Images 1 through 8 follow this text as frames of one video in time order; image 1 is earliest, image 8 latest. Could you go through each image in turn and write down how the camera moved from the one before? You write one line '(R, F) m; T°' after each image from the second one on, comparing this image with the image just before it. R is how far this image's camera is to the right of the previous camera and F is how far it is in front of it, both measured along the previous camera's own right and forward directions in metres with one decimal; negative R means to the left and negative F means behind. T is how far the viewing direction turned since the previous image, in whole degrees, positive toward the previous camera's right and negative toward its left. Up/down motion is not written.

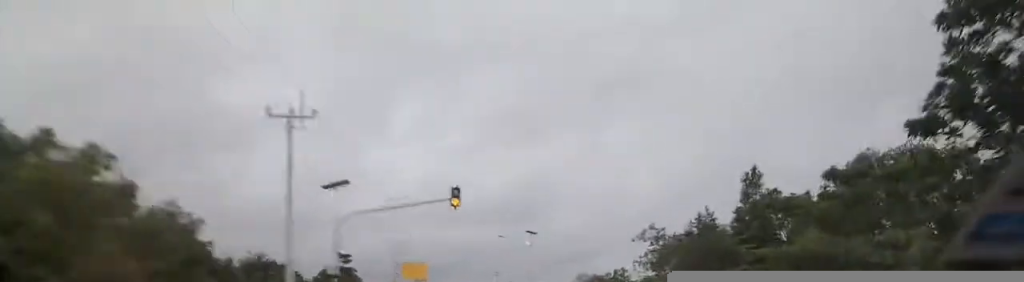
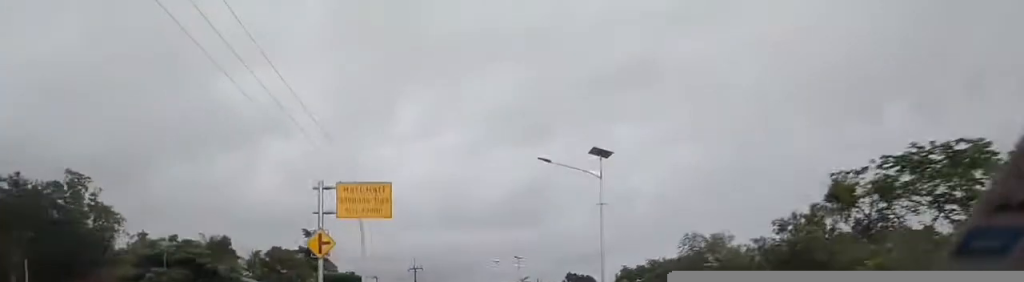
(-0.5, +32.7) m; 0°
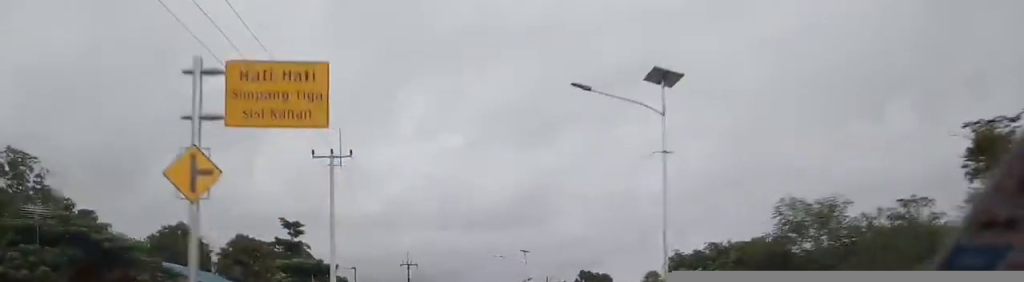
(+0.2, +11.6) m; +2°
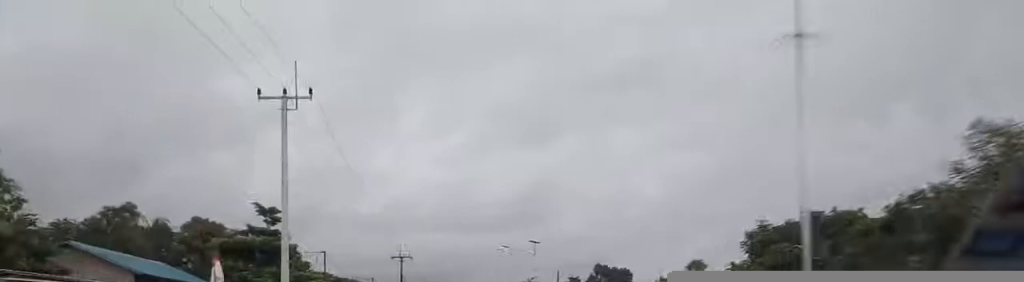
(+0.1, +10.1) m; +1°
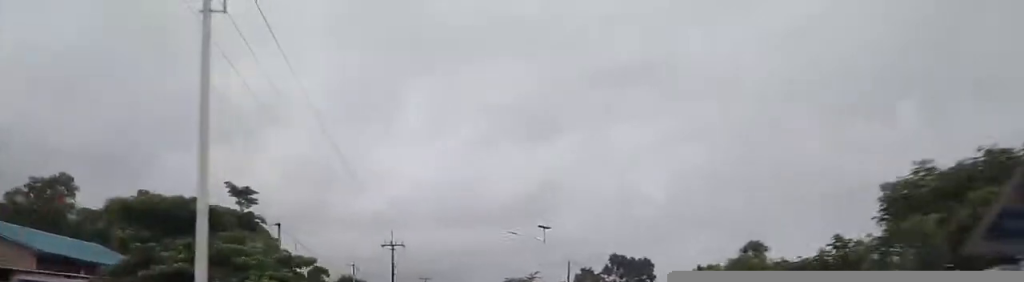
(+0.1, +8.6) m; +1°
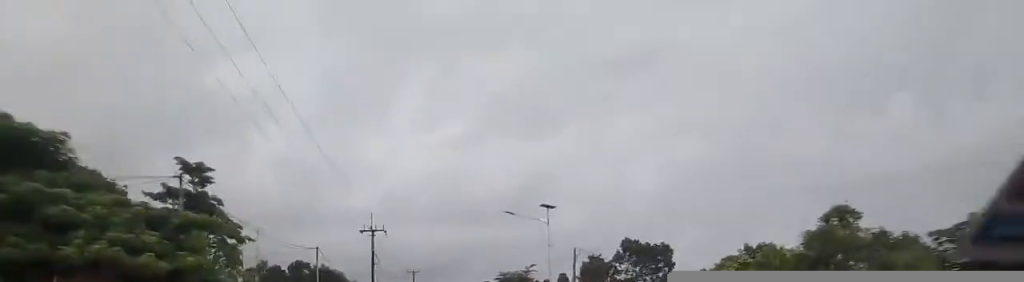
(0.0, +8.5) m; 0°
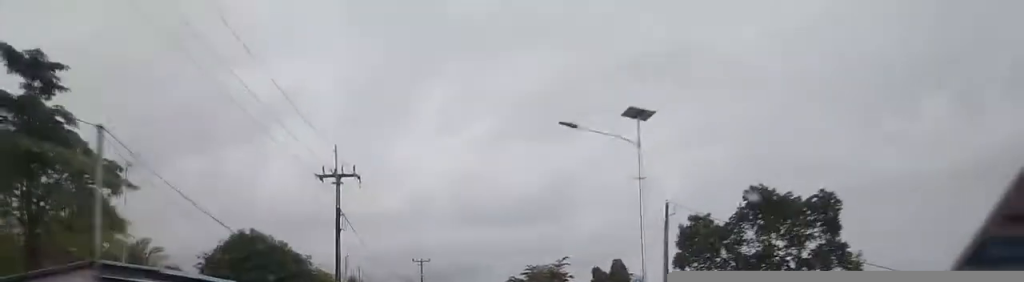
(0.0, +22.9) m; 0°
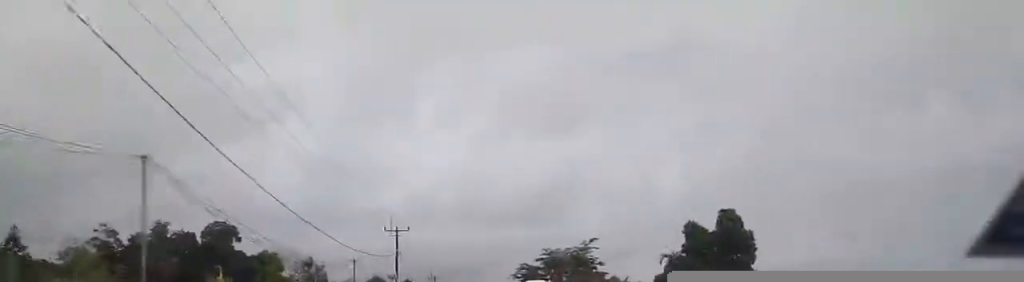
(0.0, +30.8) m; -2°
